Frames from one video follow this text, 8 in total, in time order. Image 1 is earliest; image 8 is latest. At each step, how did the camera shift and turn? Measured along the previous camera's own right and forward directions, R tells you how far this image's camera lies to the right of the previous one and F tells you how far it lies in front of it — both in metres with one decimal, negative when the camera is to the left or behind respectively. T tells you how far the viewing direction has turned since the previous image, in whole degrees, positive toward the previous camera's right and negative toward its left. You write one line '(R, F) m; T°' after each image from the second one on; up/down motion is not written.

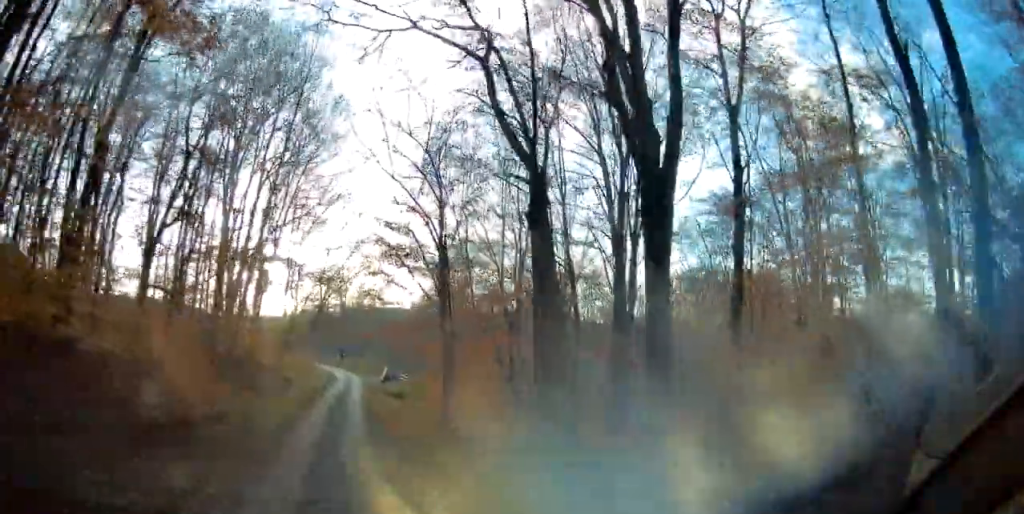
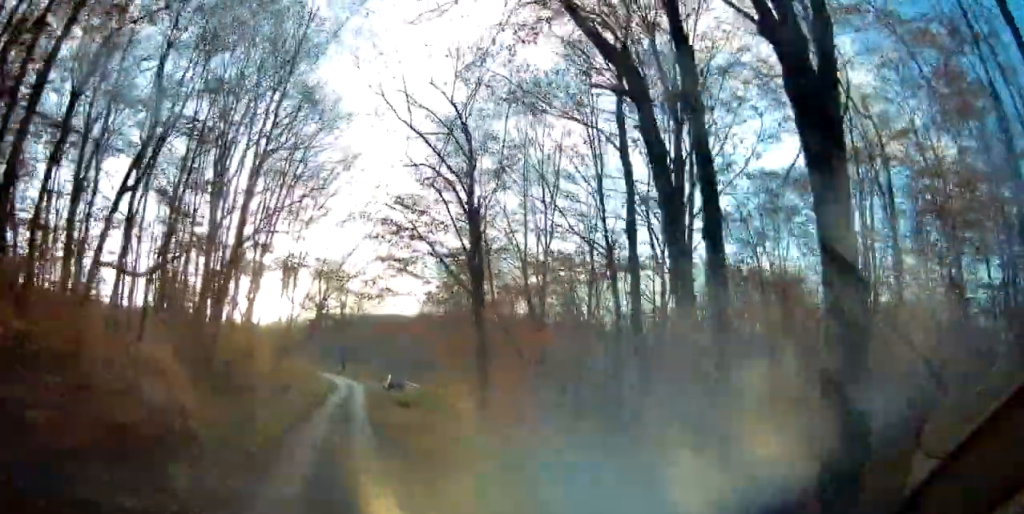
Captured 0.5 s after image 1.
(0.0, +4.3) m; 0°
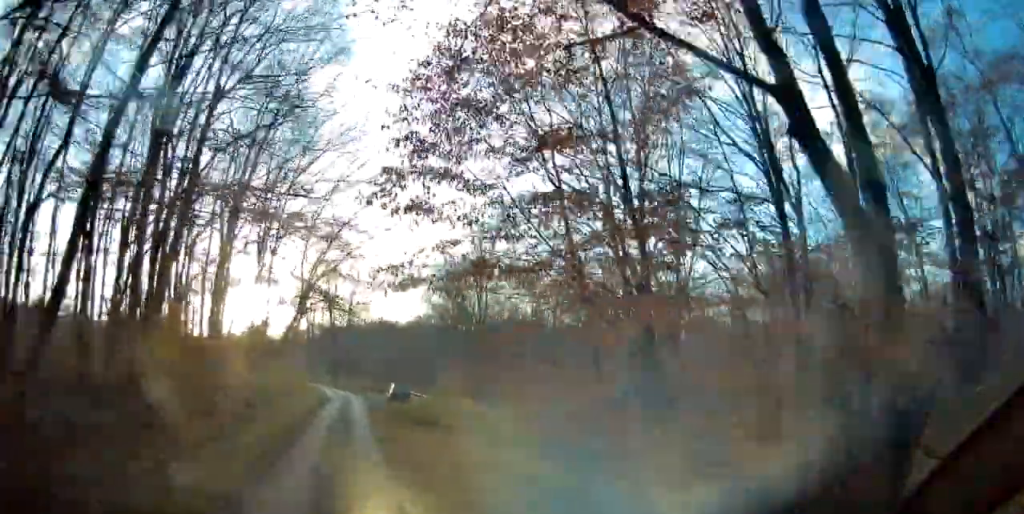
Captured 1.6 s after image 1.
(0.0, +11.3) m; 0°
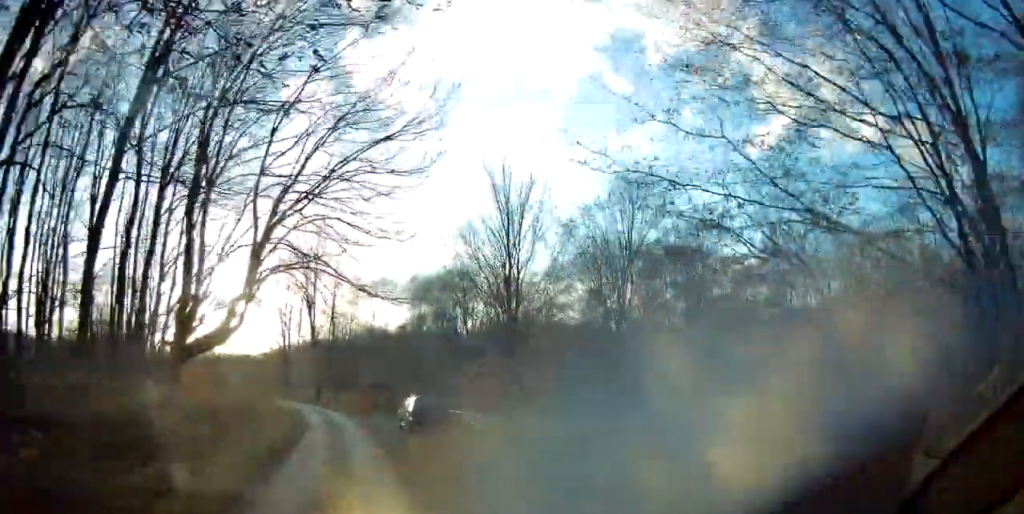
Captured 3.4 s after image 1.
(0.0, +17.7) m; 0°
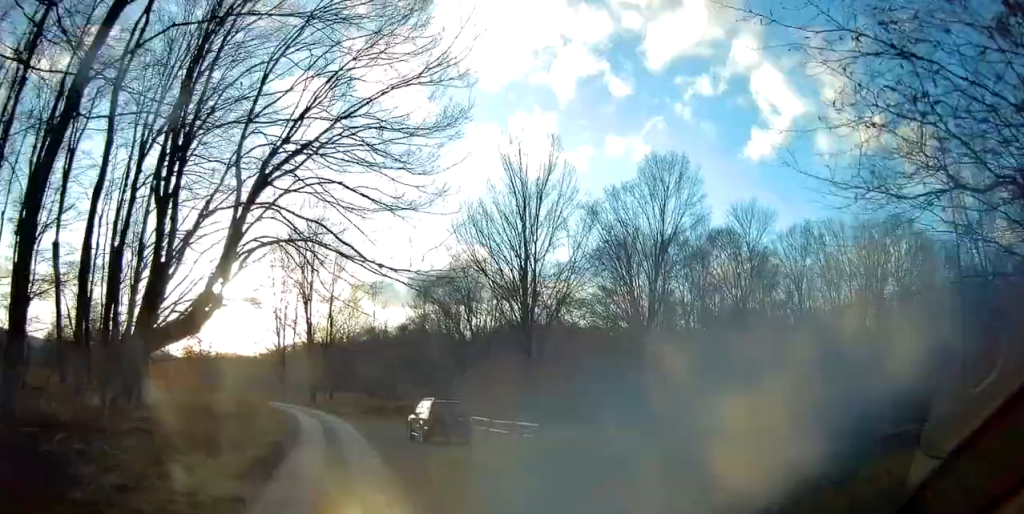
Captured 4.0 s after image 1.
(0.0, +5.1) m; 0°
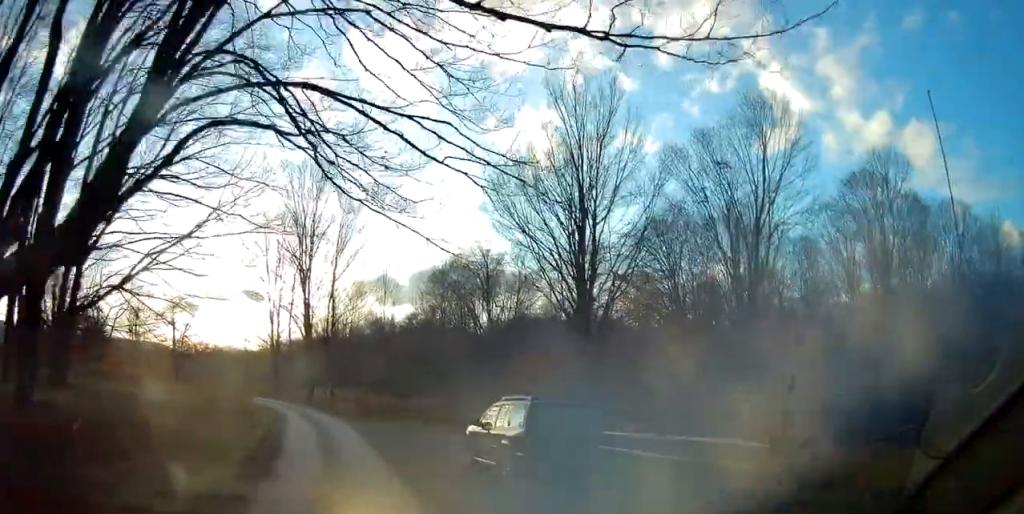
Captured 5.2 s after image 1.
(0.0, +11.2) m; -1°
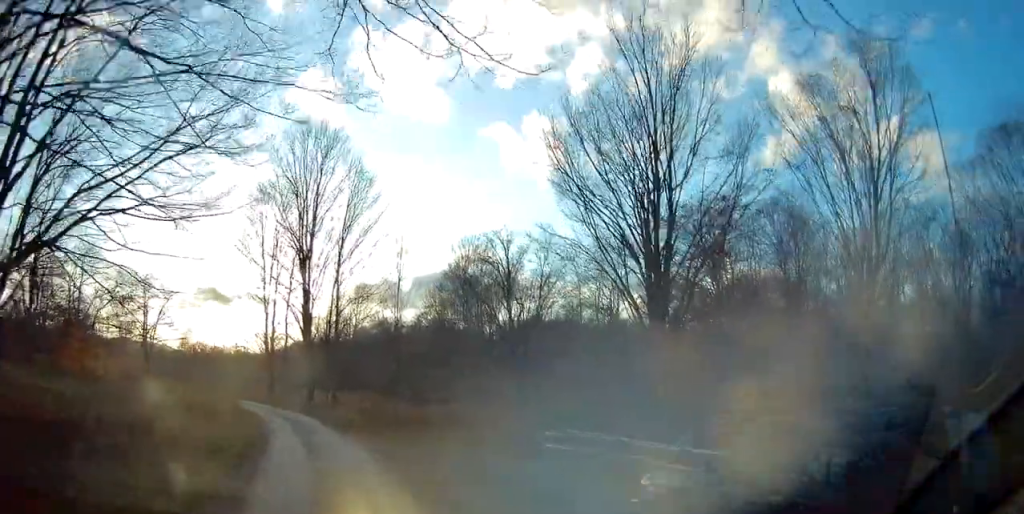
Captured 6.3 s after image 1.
(-0.2, +9.1) m; -4°
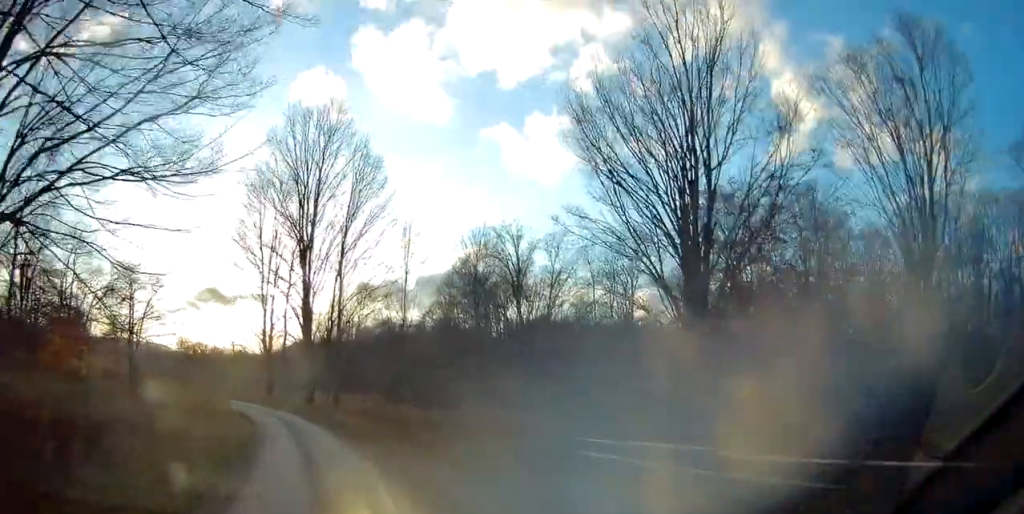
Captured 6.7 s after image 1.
(-0.1, +3.5) m; -2°
